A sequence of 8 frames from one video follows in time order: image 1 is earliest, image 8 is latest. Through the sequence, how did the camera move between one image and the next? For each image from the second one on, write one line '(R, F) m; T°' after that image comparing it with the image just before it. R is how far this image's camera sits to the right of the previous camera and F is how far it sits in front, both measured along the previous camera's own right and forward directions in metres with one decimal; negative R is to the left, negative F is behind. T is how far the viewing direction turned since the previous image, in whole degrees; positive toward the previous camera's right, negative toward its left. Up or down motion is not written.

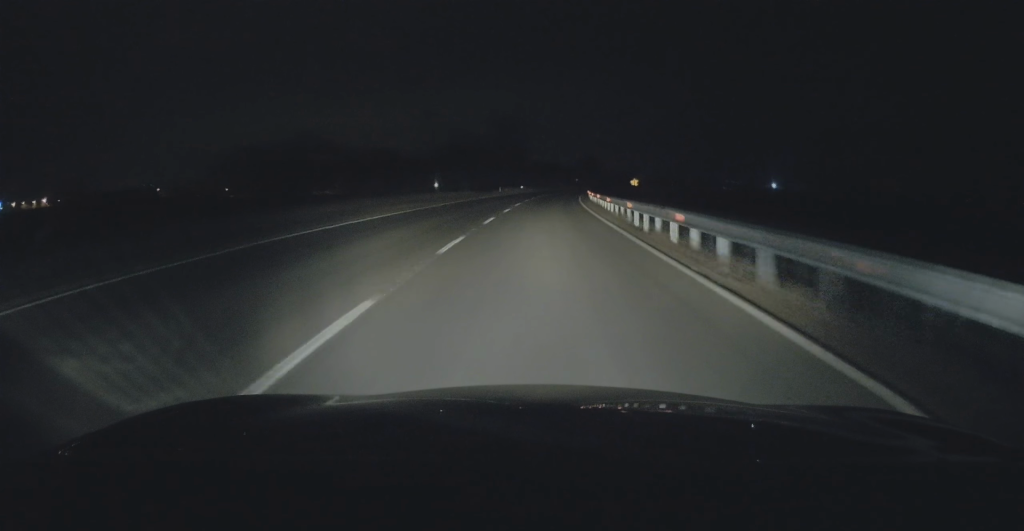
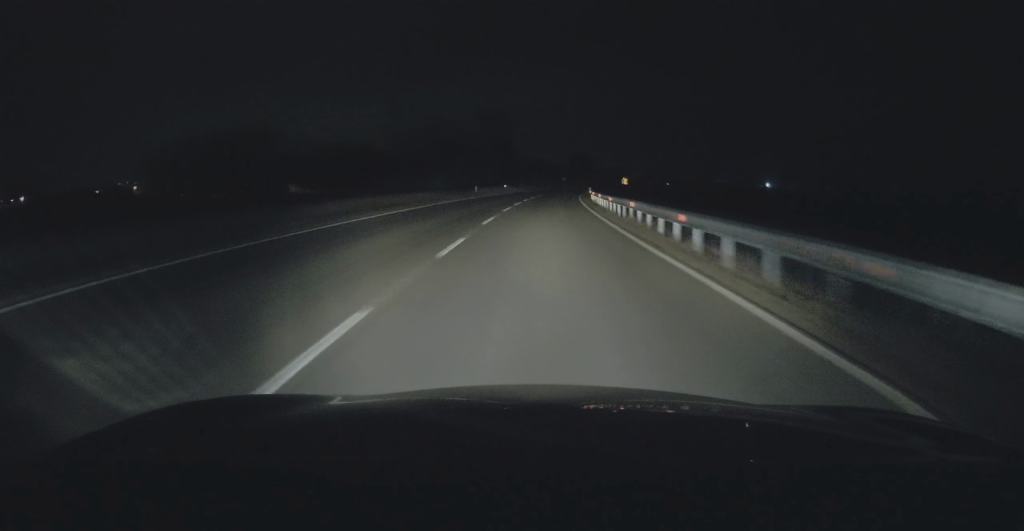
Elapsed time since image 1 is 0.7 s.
(+0.2, +16.1) m; +1°
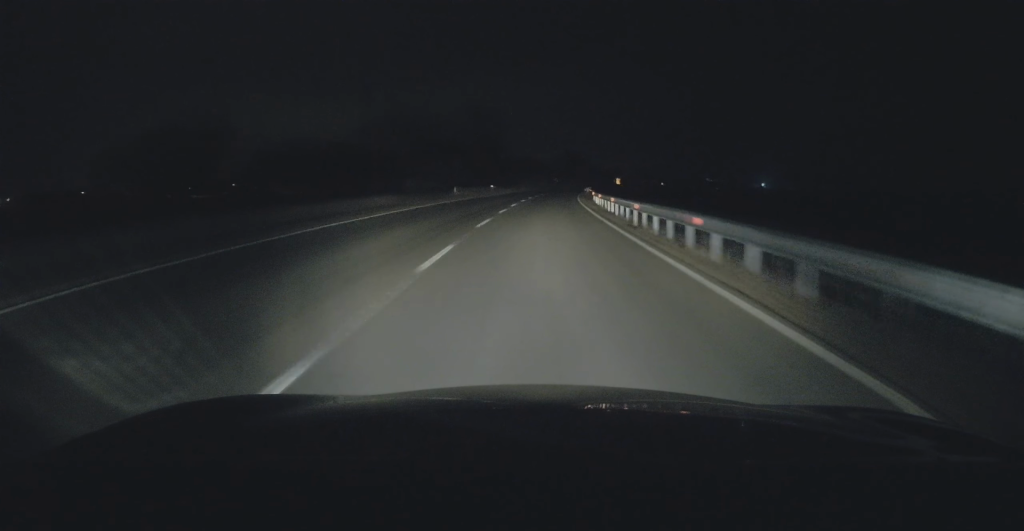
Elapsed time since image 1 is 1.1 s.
(+0.1, +9.2) m; +1°
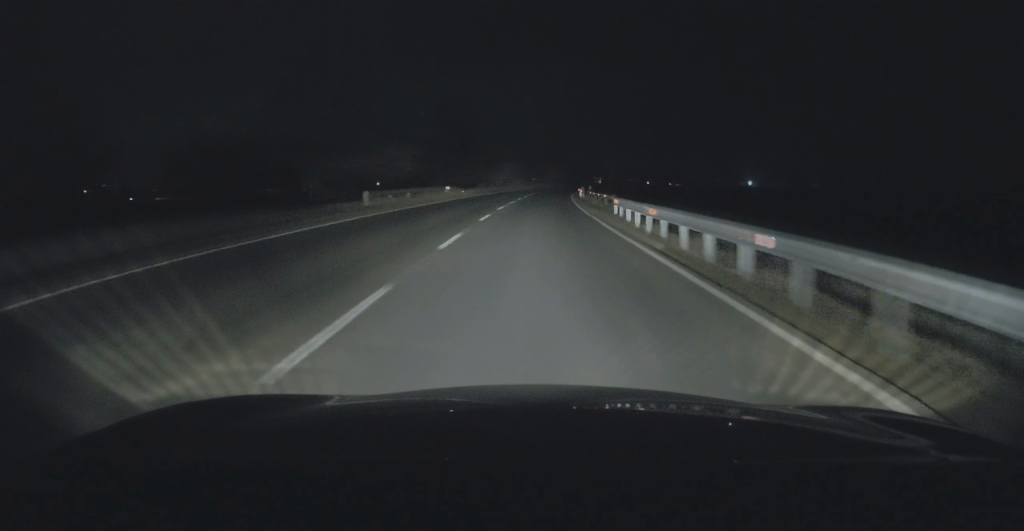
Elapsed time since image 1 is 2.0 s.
(+0.3, +20.0) m; +1°
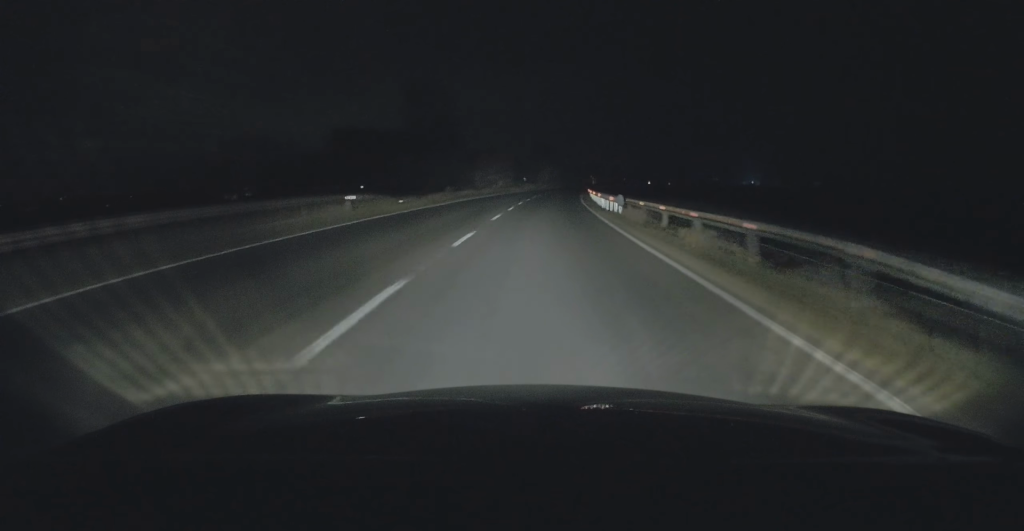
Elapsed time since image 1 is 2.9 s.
(+0.2, +22.5) m; +1°
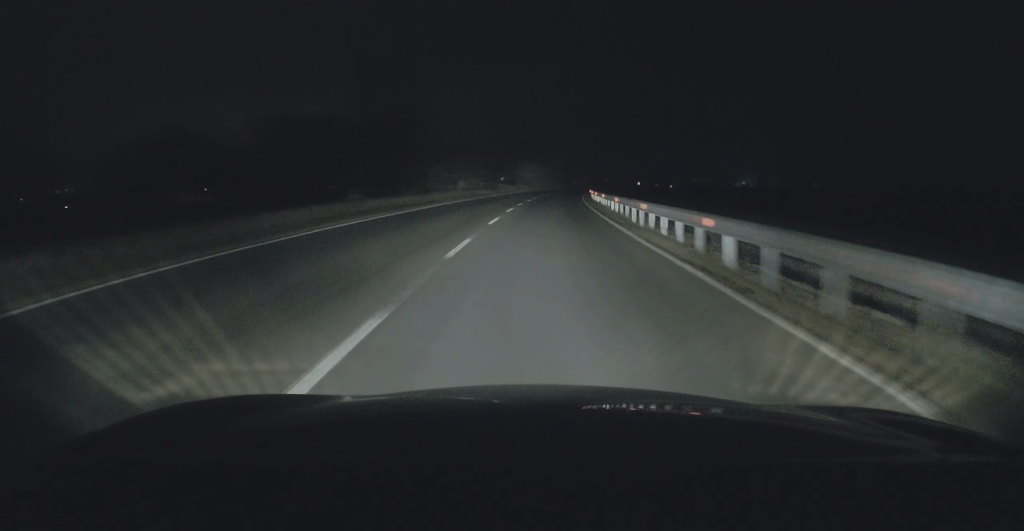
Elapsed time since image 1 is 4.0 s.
(+0.3, +24.8) m; +2°
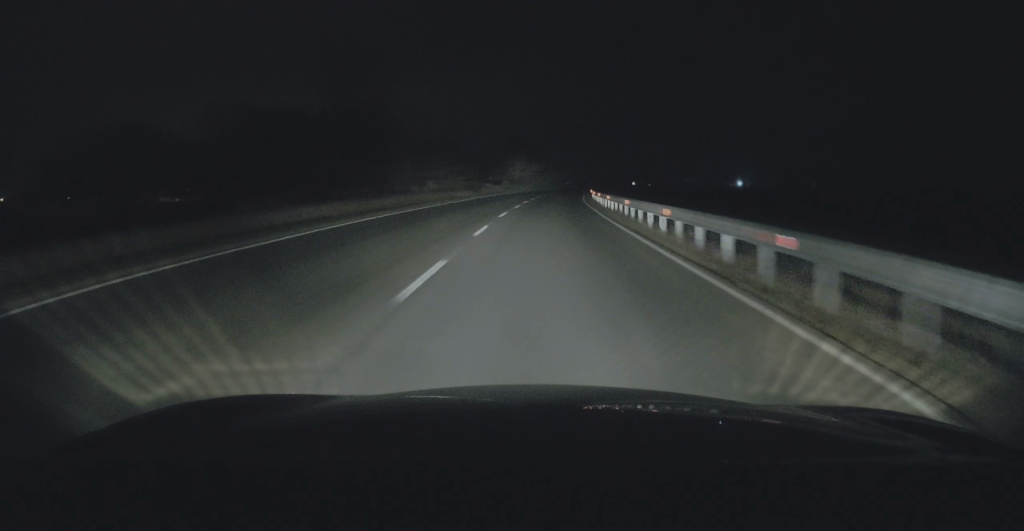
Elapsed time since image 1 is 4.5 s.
(+0.1, +11.6) m; +1°
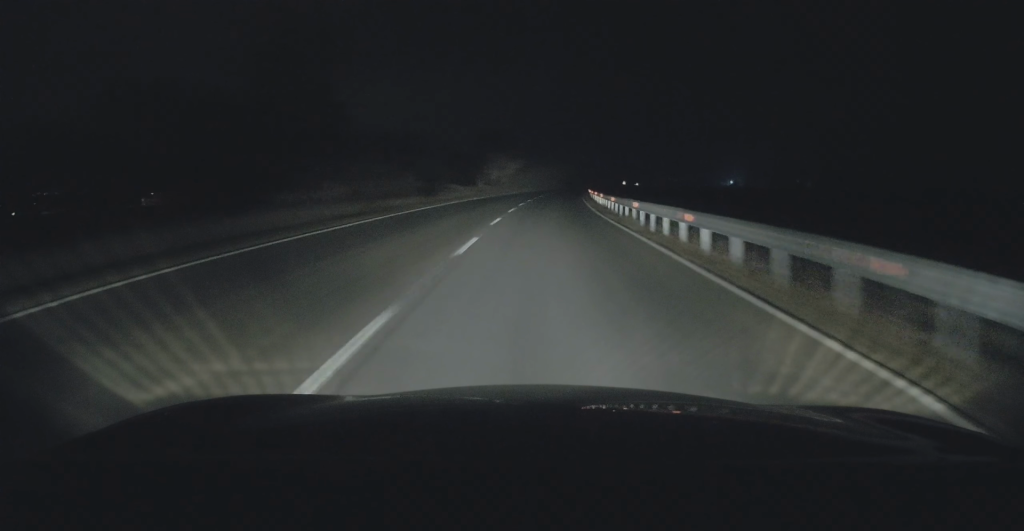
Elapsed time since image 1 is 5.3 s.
(+0.2, +18.6) m; +1°
